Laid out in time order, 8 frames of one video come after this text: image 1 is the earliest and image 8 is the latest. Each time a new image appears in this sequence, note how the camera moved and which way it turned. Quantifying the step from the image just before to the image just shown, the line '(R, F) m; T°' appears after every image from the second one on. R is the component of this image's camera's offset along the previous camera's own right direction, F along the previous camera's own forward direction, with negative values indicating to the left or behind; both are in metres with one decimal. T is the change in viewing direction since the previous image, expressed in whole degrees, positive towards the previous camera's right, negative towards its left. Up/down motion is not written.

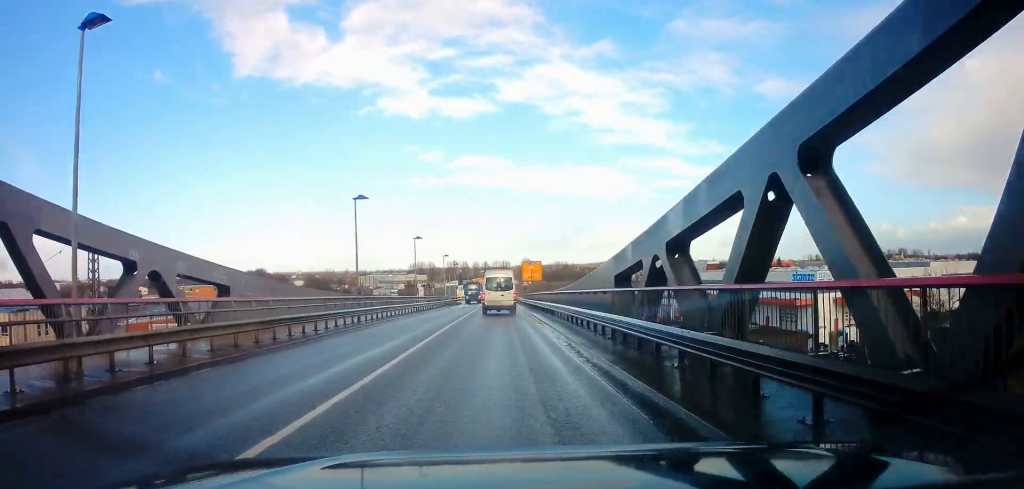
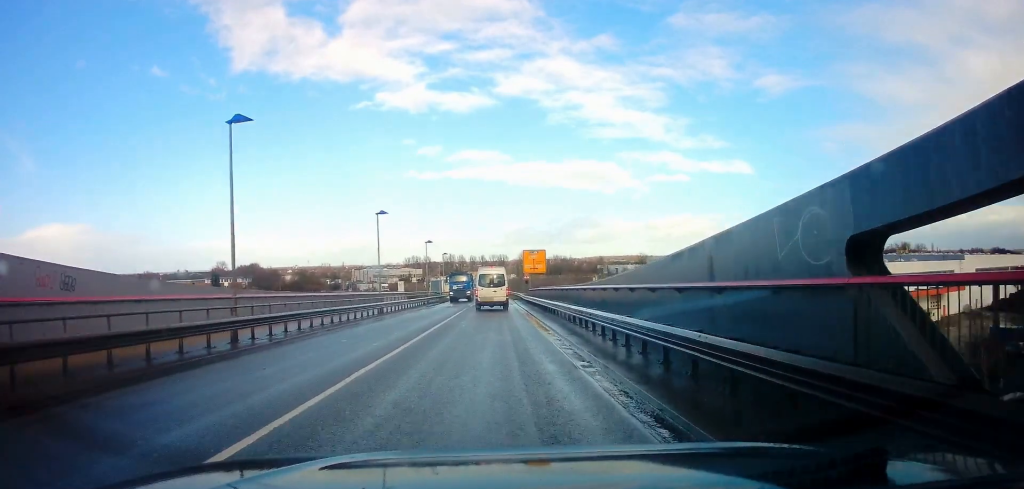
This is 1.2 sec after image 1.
(-0.1, +12.8) m; +1°
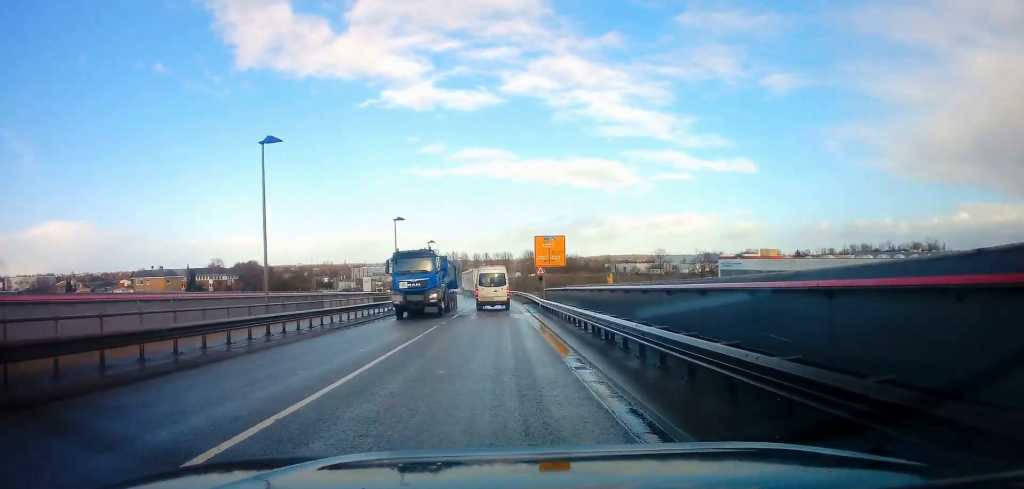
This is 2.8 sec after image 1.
(-0.5, +17.3) m; -3°
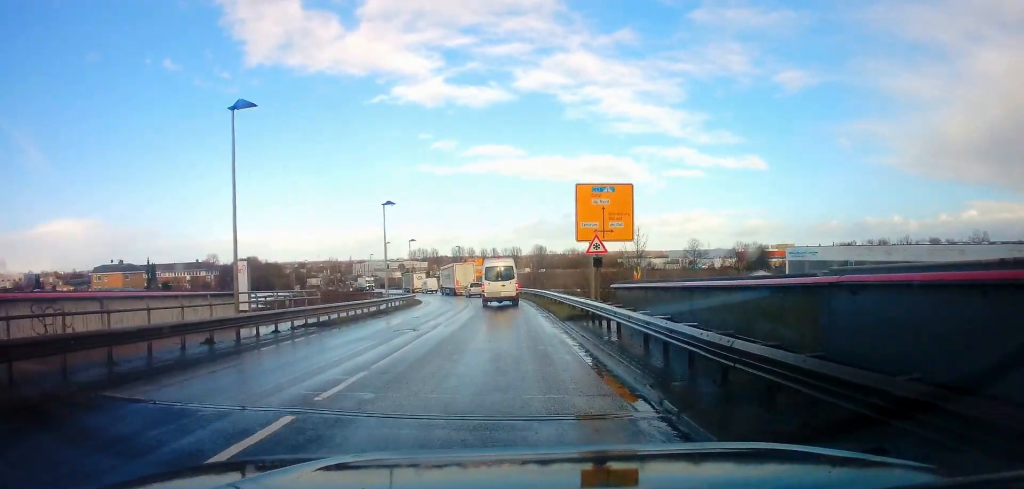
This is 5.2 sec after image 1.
(0.0, +23.8) m; 0°
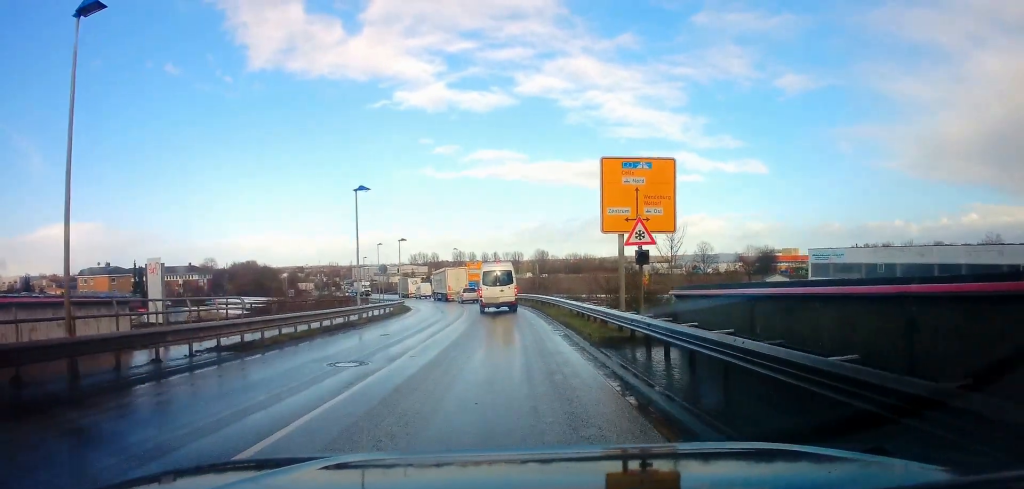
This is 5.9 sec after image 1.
(+0.3, +6.4) m; +1°
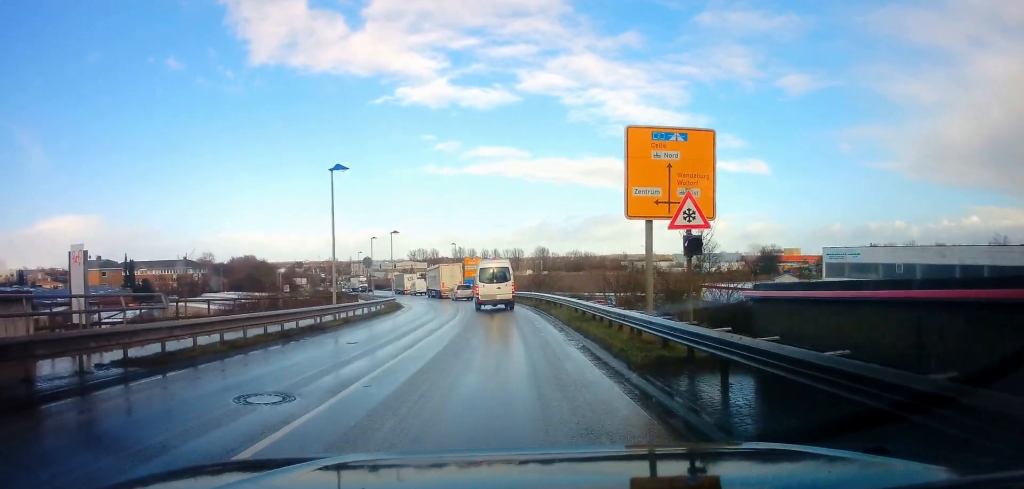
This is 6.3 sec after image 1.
(-0.1, +3.6) m; 0°
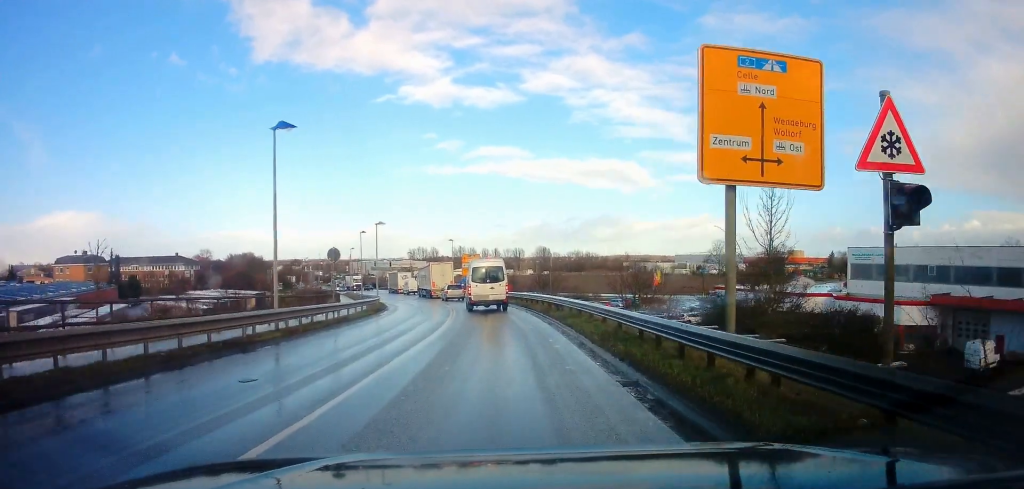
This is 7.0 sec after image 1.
(-0.1, +5.9) m; 0°
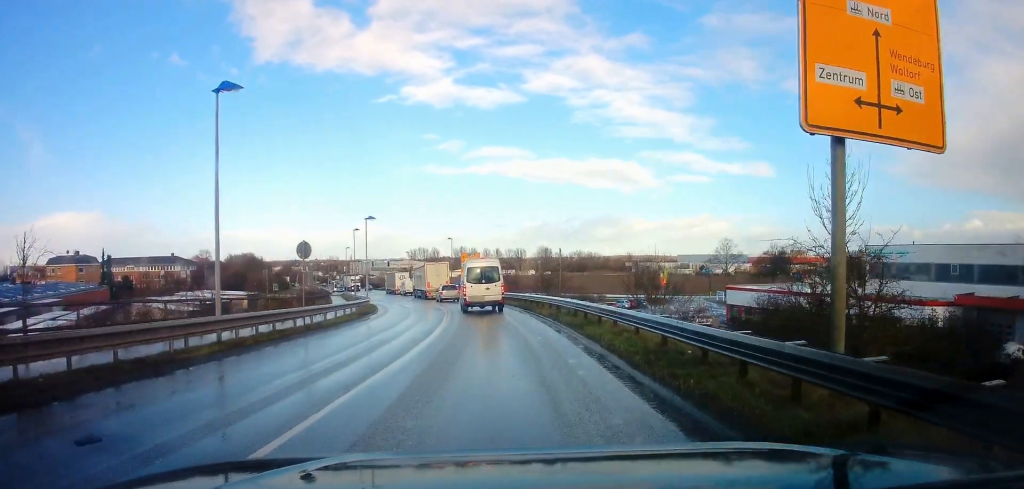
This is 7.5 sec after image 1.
(+0.1, +3.5) m; 0°
